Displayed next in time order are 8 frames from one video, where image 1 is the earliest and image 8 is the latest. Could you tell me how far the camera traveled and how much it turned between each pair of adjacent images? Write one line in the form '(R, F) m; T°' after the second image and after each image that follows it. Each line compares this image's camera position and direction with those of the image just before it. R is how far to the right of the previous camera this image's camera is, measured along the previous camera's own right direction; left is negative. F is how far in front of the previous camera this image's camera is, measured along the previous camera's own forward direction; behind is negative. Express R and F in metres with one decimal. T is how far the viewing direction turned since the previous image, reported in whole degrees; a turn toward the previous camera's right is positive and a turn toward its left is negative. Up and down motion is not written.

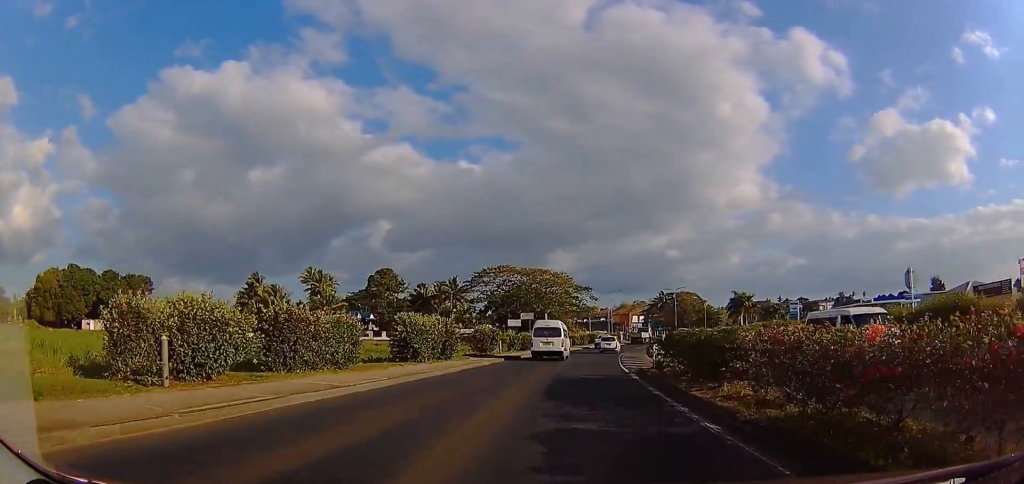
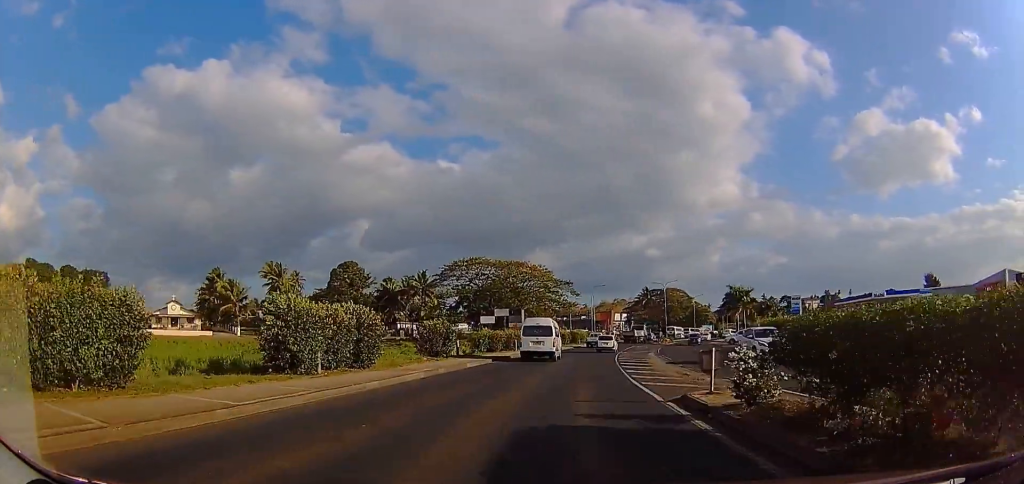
(0.0, +10.3) m; +1°
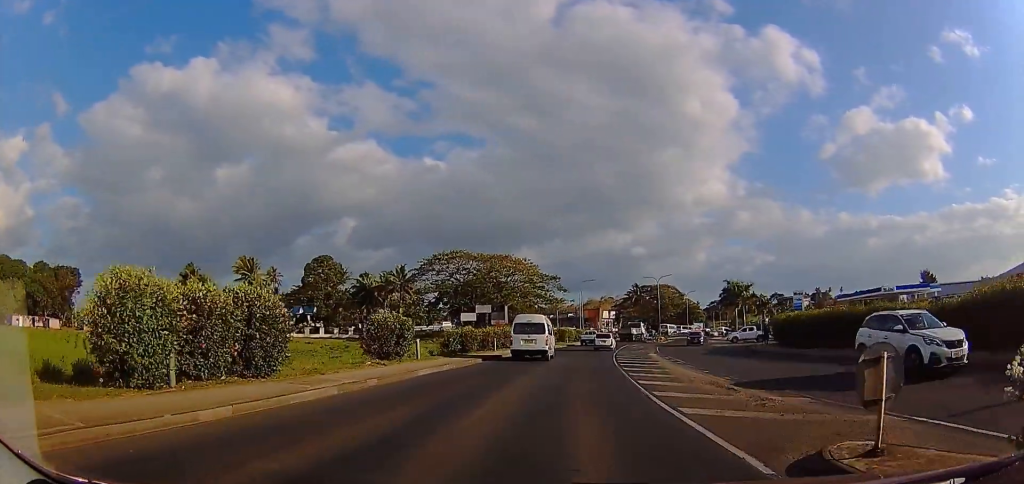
(-0.2, +6.6) m; +2°
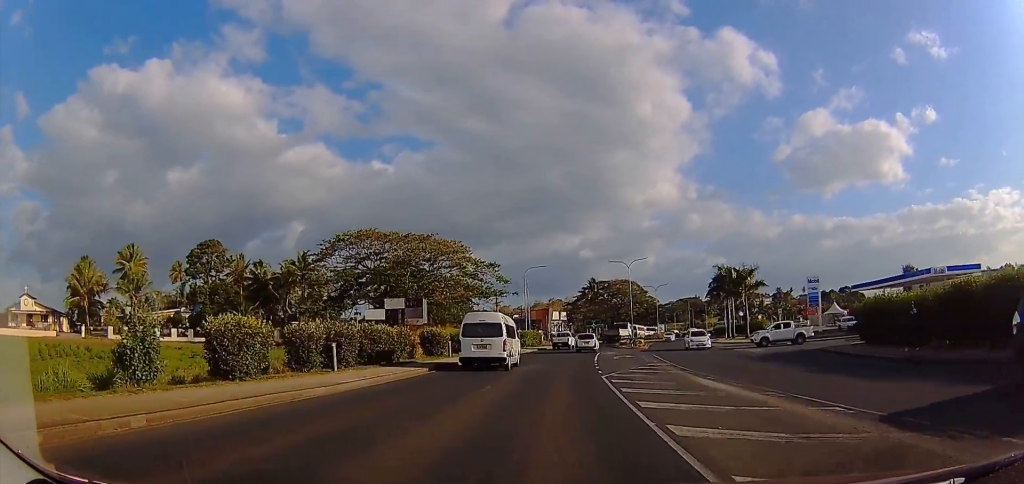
(+3.5, +22.7) m; +14°
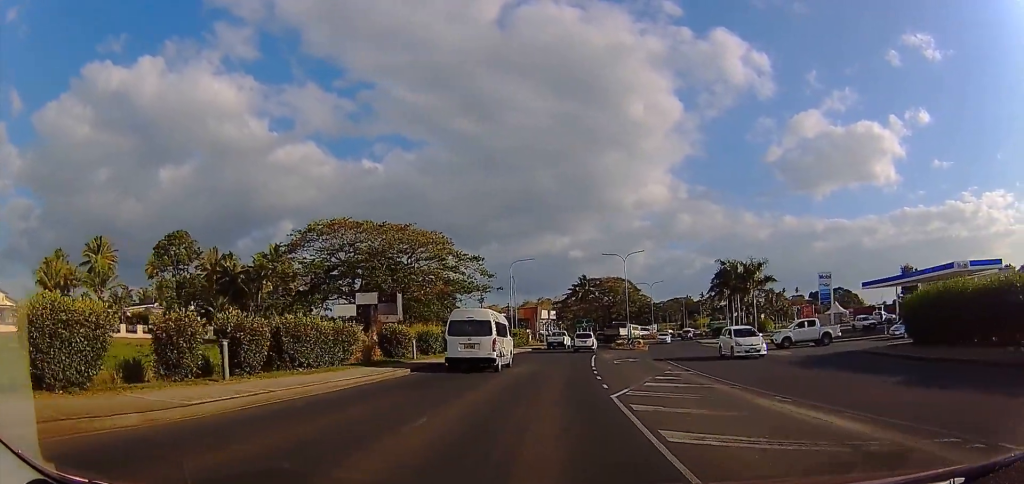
(+0.6, +6.0) m; 0°
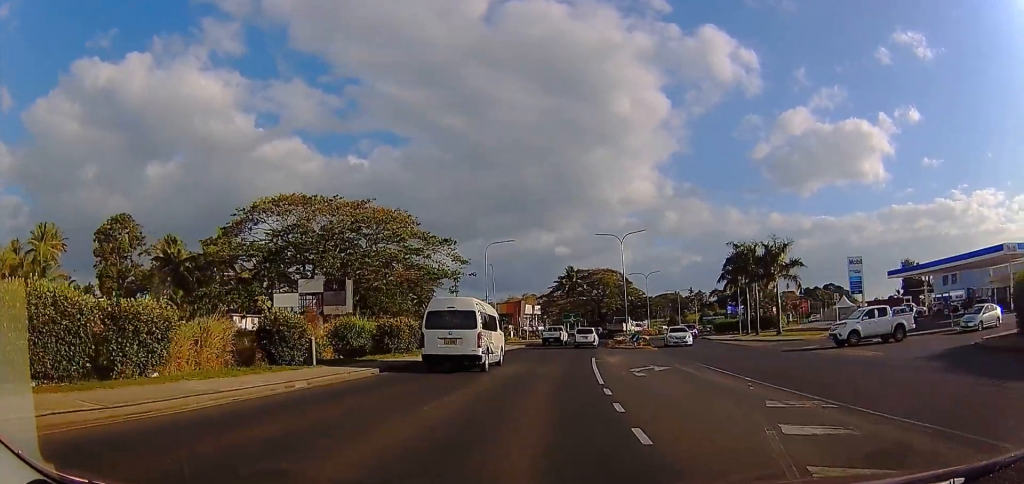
(-1.0, +9.3) m; -7°
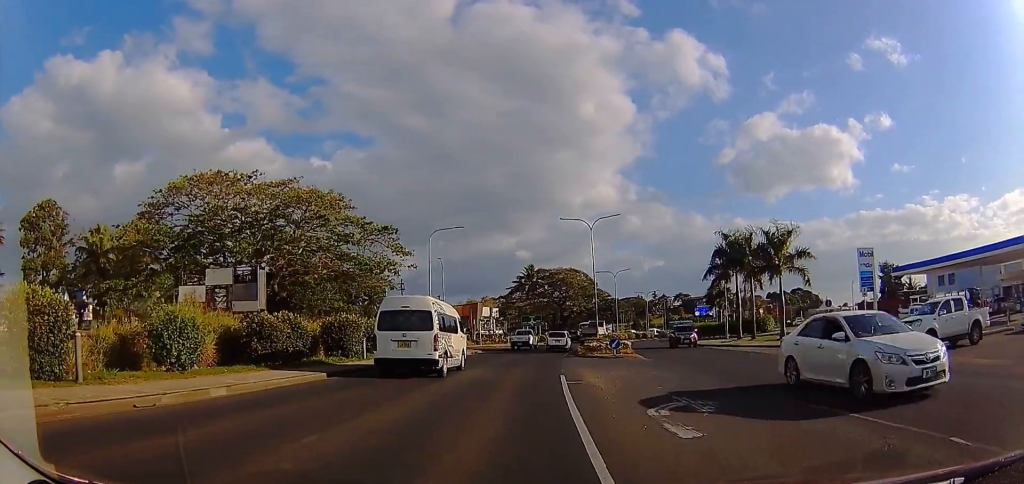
(-0.1, +8.2) m; +9°
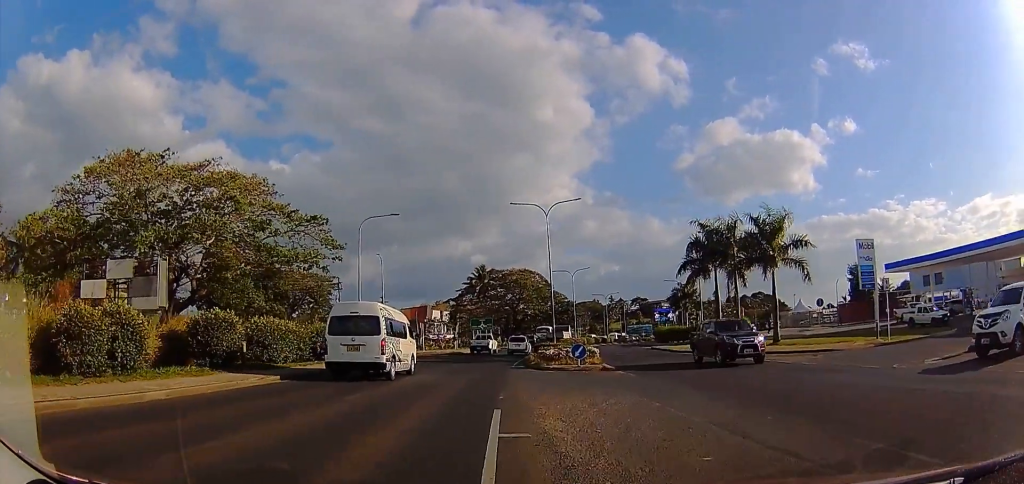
(+1.4, +7.1) m; +3°
